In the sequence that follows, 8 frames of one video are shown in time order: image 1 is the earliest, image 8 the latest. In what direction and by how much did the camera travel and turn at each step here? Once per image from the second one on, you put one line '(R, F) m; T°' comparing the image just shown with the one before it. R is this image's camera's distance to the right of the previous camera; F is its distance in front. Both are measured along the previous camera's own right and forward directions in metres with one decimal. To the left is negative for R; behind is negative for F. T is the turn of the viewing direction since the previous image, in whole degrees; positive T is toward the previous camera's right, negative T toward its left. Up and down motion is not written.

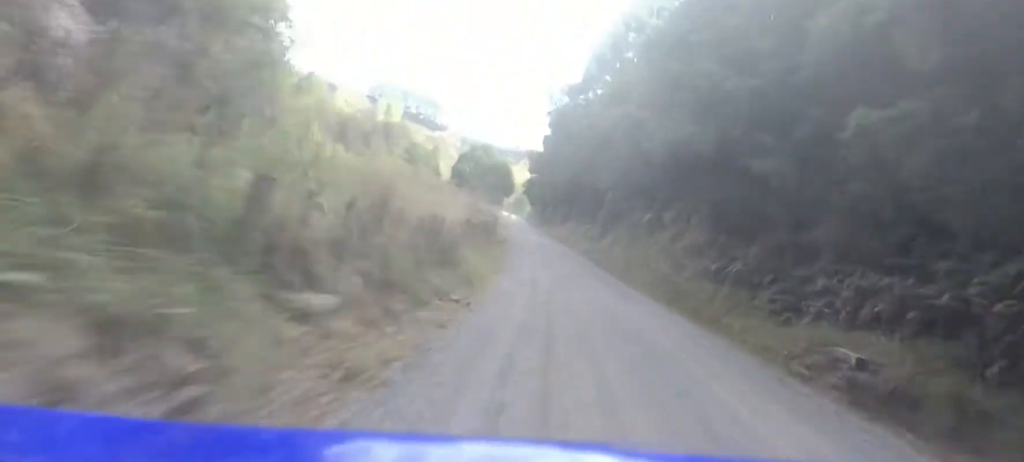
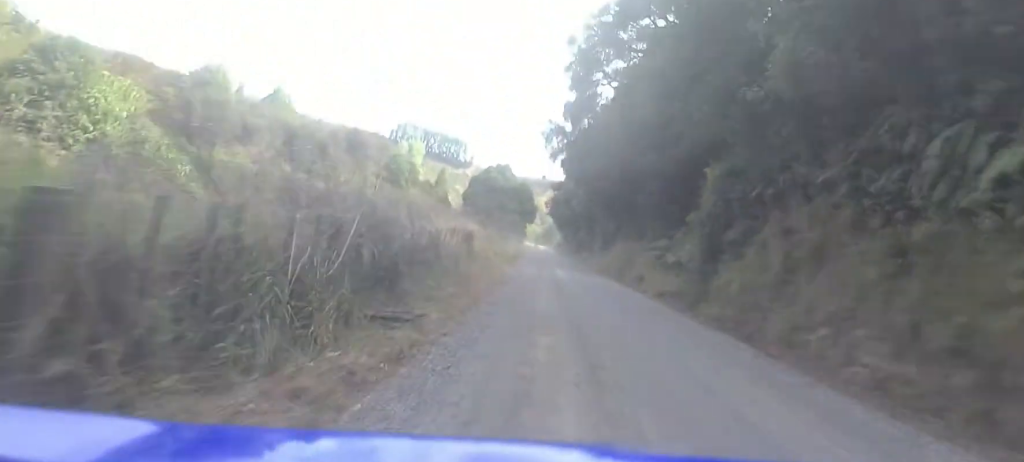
(-0.7, +19.2) m; -5°
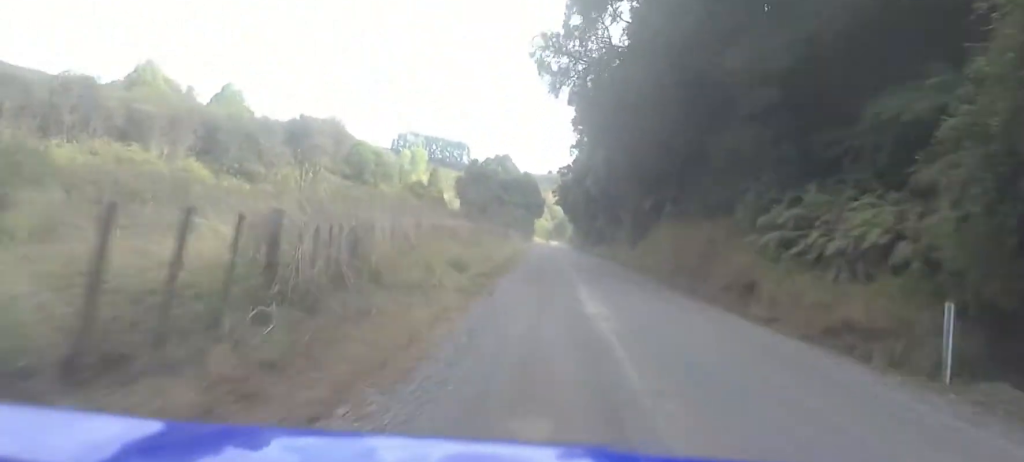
(-0.5, +12.2) m; -1°
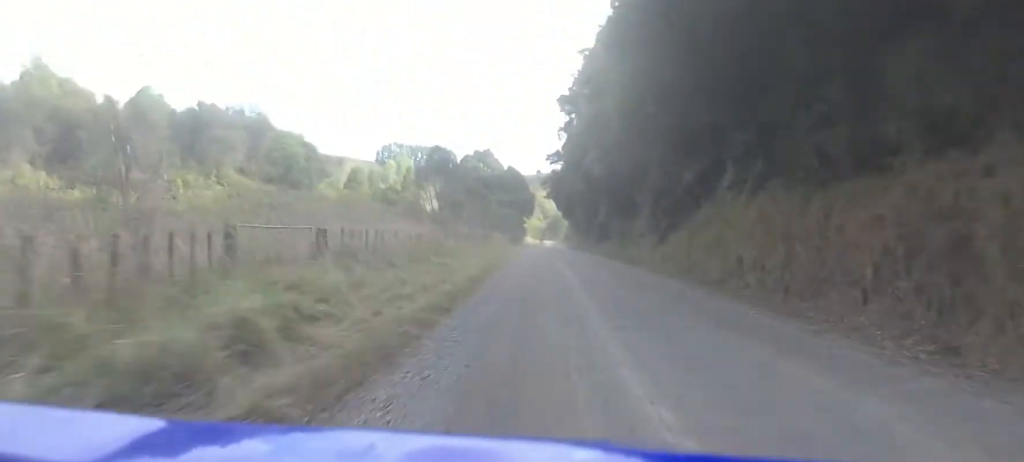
(-0.2, +10.7) m; -1°
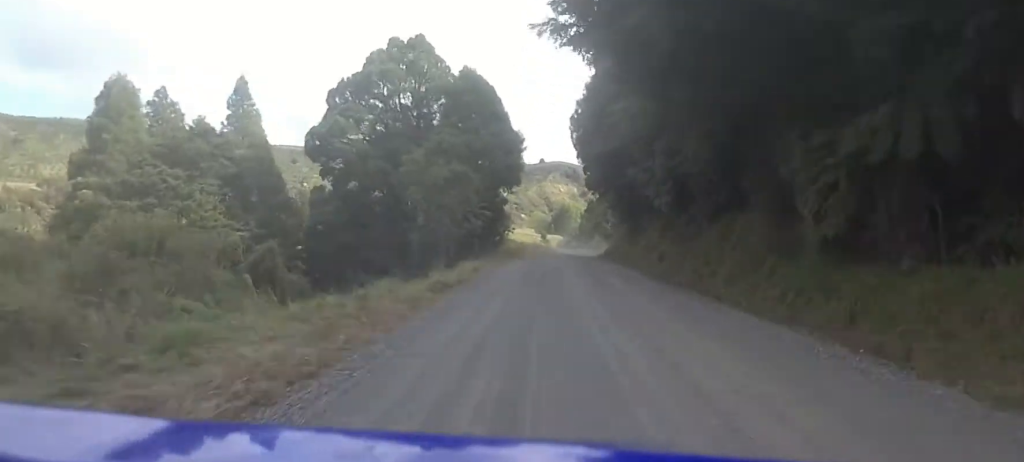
(0.0, +54.6) m; 0°
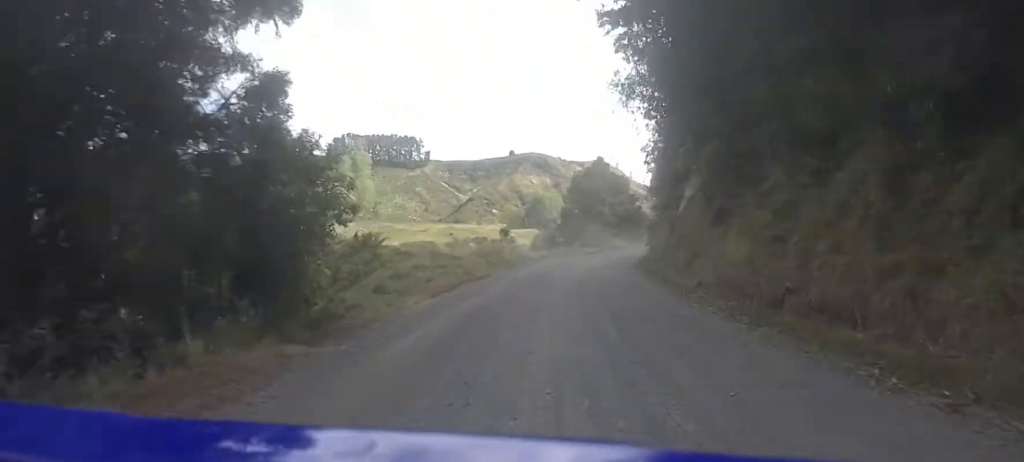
(+0.3, +25.8) m; +9°
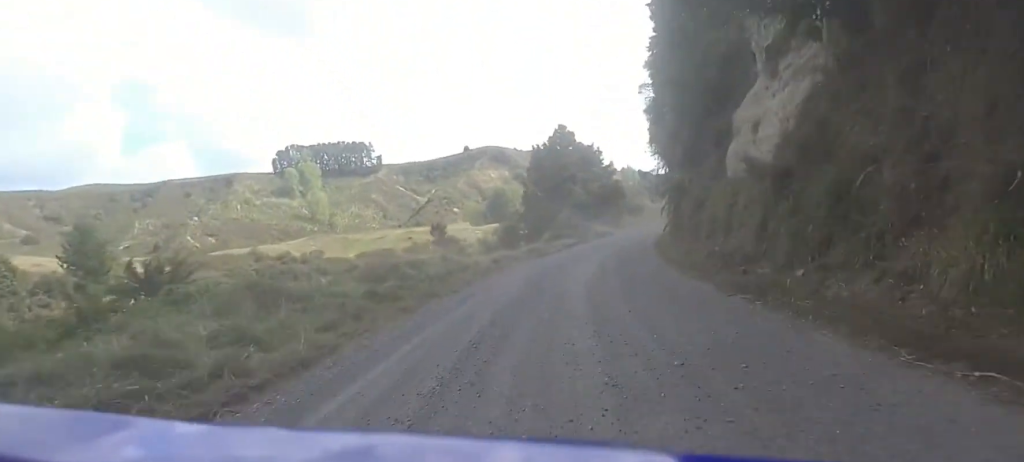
(+0.4, +7.1) m; +3°
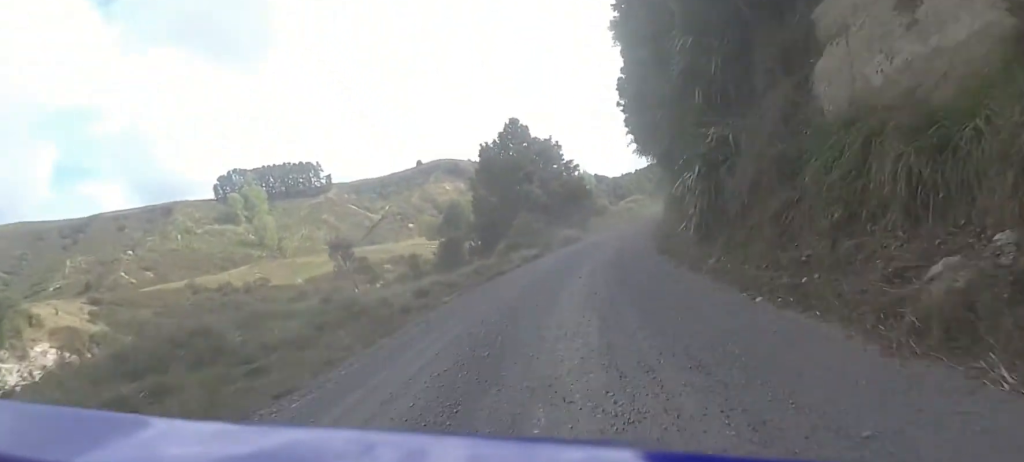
(+0.1, +6.2) m; +2°
